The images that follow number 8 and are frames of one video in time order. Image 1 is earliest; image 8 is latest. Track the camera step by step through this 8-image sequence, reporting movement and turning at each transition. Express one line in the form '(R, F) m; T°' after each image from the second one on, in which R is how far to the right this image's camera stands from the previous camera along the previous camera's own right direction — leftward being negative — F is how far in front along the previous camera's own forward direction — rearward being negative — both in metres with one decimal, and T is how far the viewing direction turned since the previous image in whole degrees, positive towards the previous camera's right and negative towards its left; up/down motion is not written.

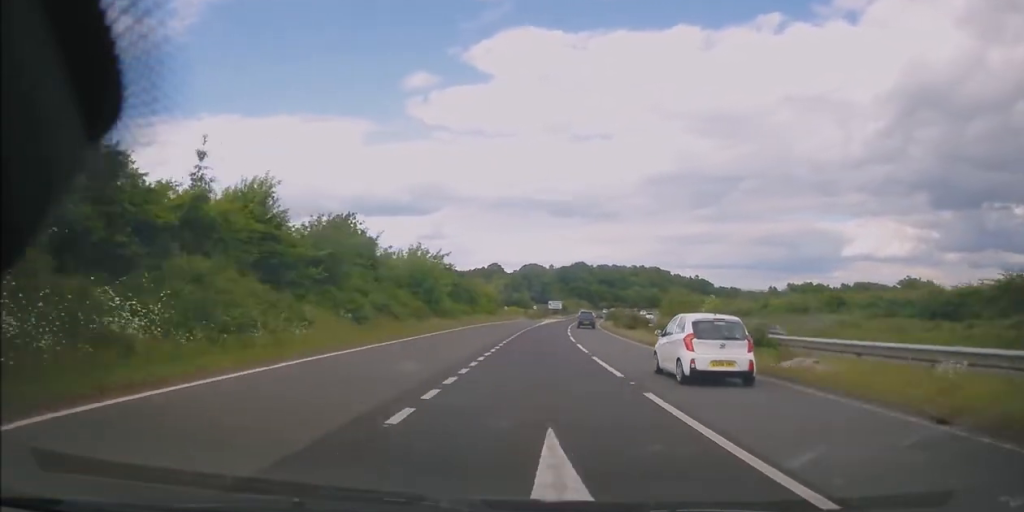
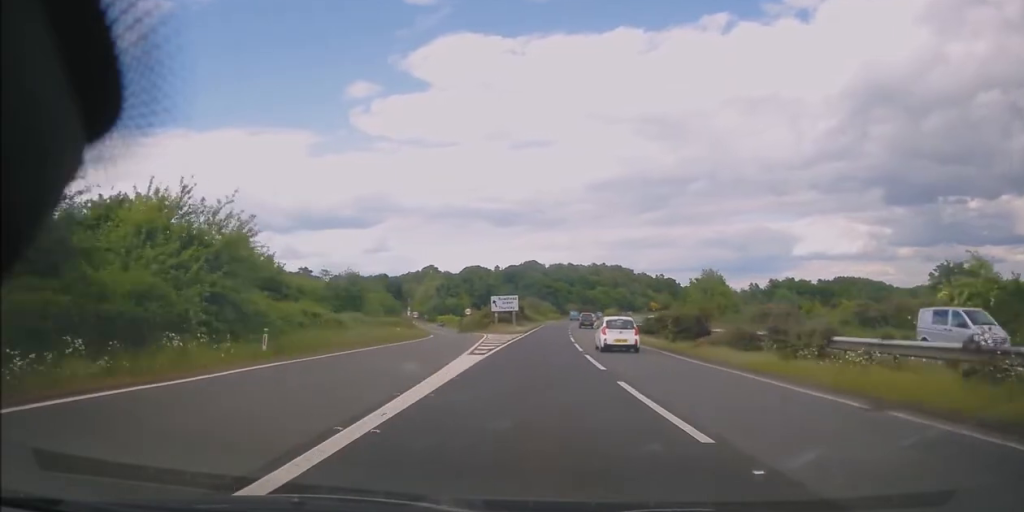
(+1.9, +65.3) m; +4°
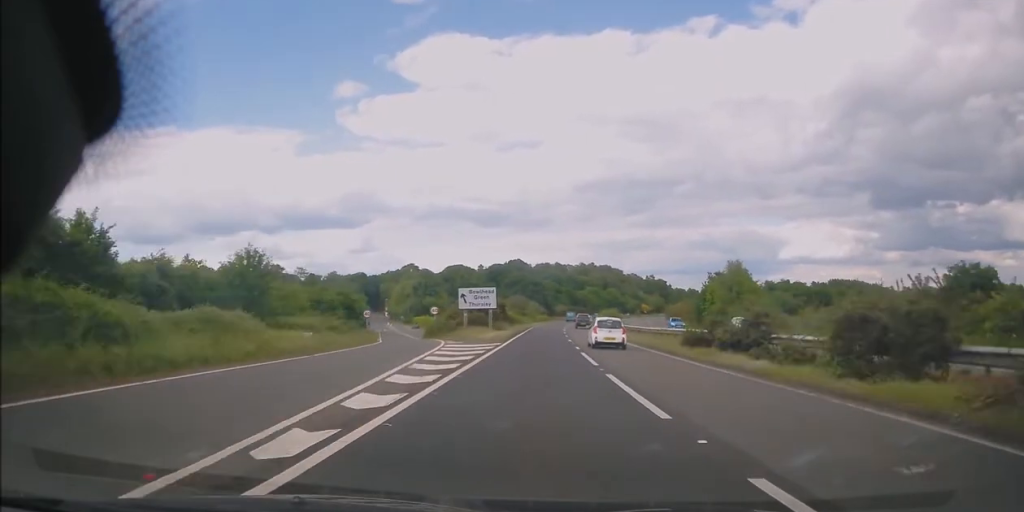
(+0.2, +17.6) m; +2°
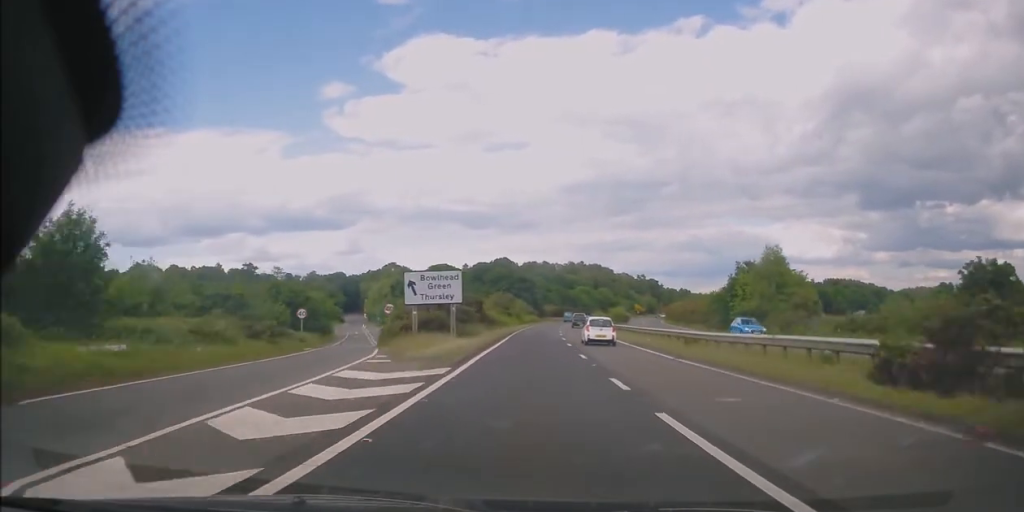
(+0.3, +15.6) m; +1°
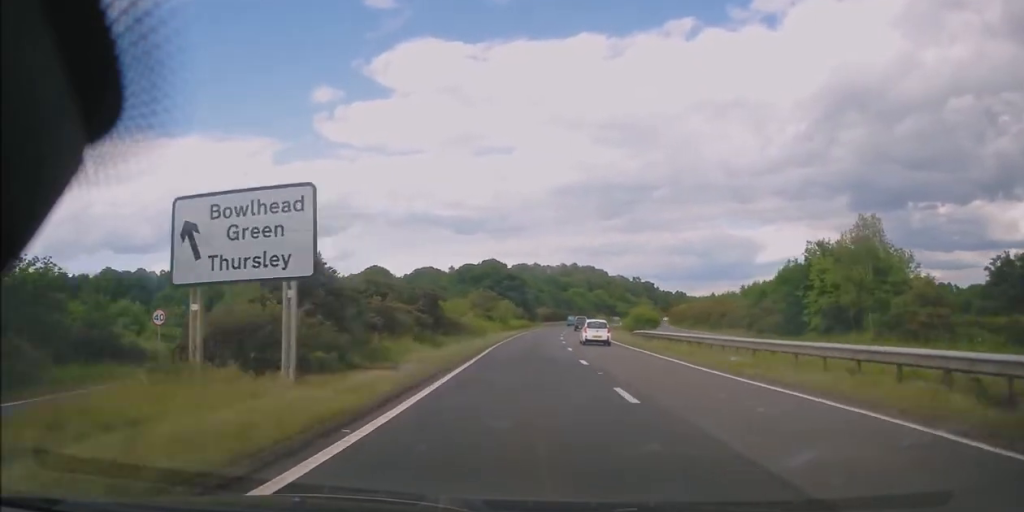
(+0.3, +19.2) m; +1°
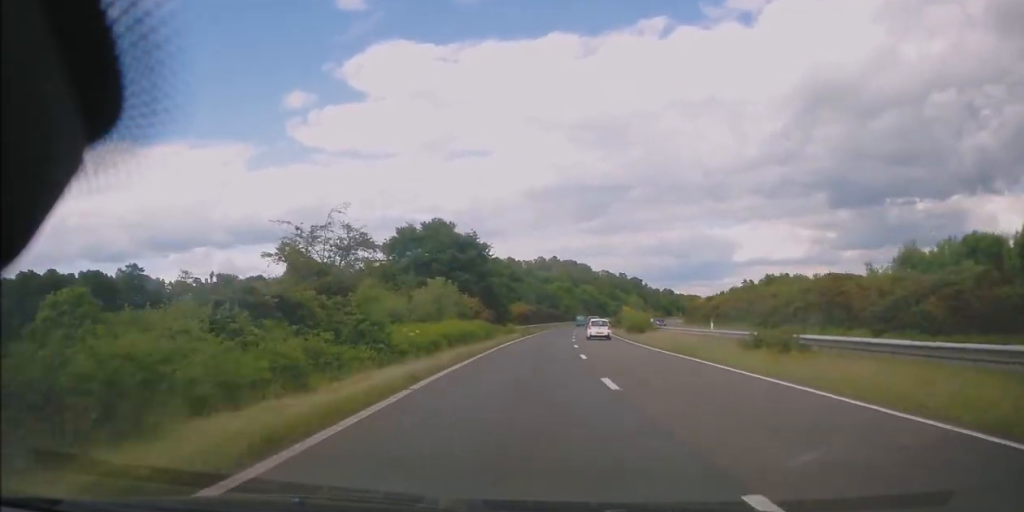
(+0.4, +43.7) m; +2°
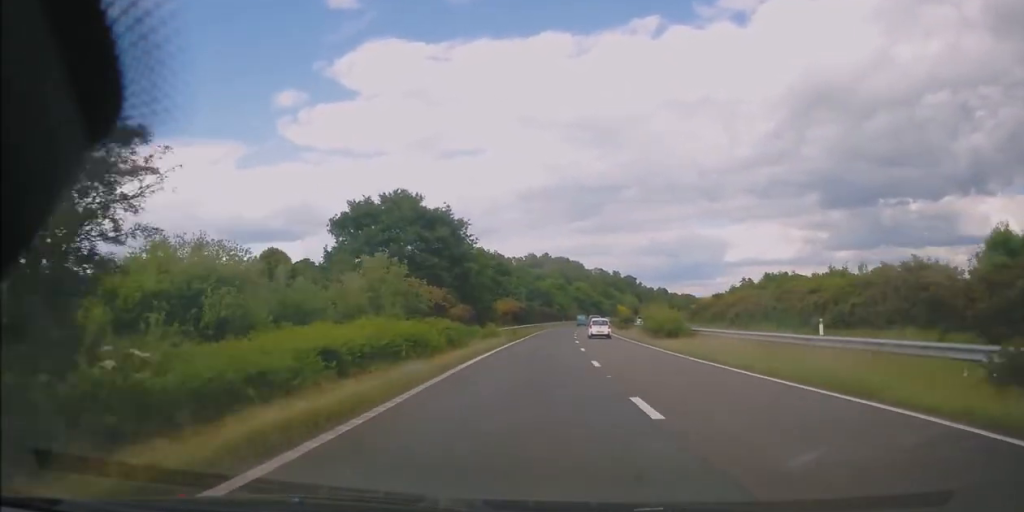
(+0.4, +12.8) m; +1°
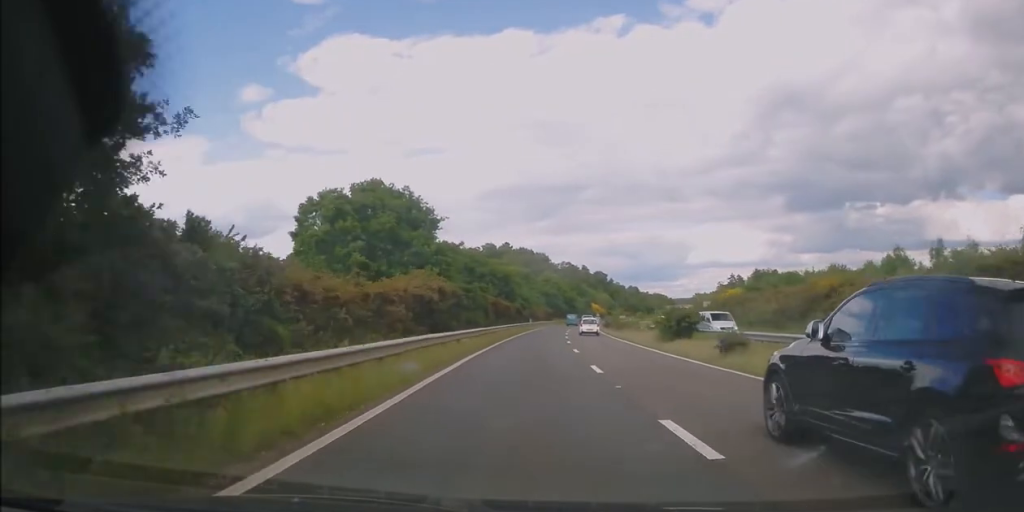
(+1.0, +39.1) m; +3°
